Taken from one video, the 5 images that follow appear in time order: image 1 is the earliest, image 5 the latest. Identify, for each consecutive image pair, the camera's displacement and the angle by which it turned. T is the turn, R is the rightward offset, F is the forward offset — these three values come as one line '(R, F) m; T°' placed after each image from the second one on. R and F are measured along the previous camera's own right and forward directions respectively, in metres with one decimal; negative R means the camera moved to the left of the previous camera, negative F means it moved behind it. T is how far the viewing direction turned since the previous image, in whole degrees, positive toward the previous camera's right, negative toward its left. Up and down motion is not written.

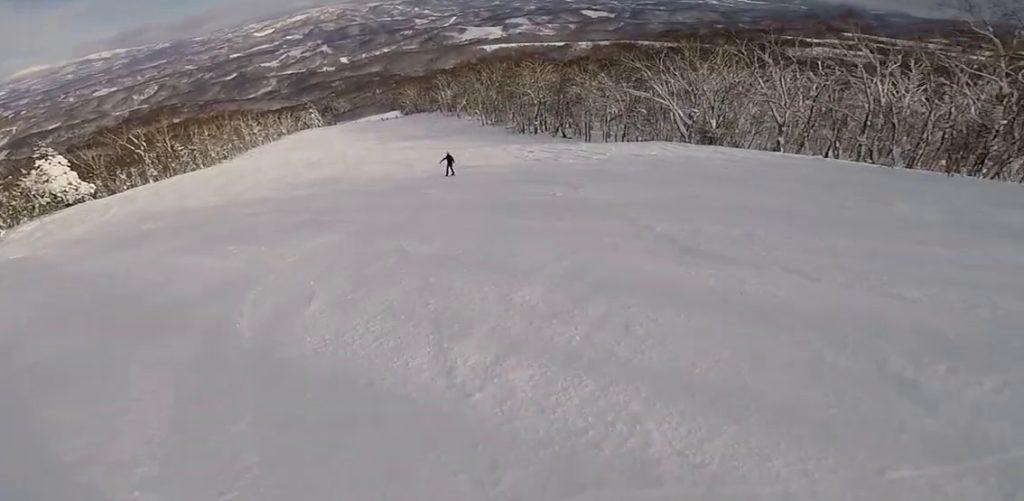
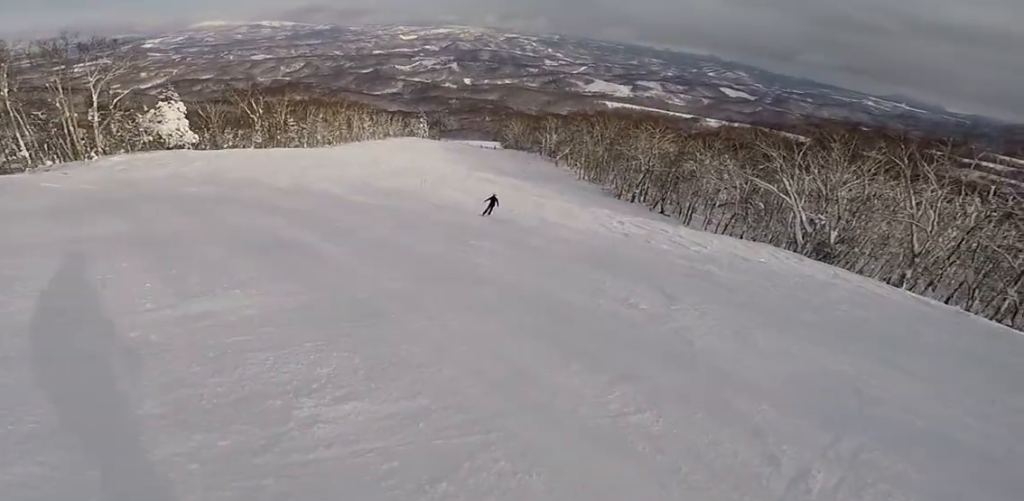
(+0.5, +3.8) m; -1°
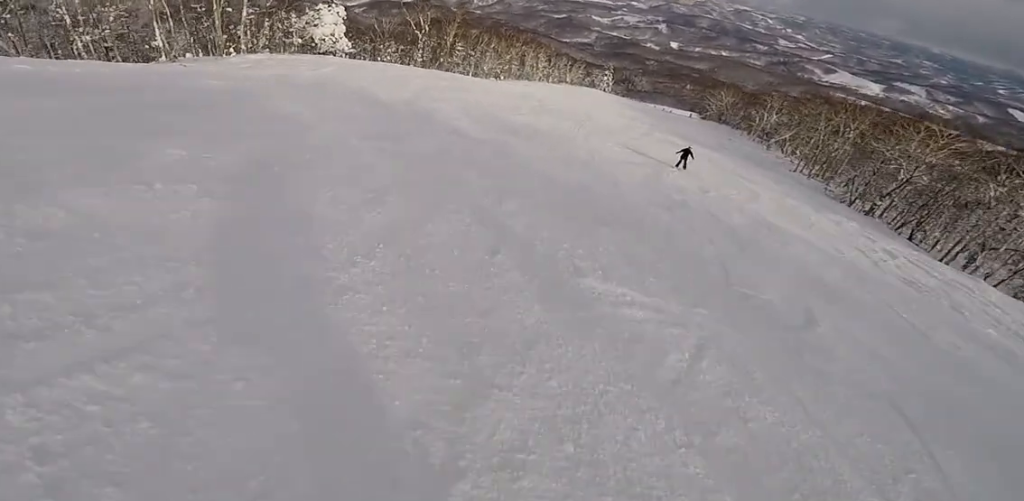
(-1.0, +9.9) m; -12°
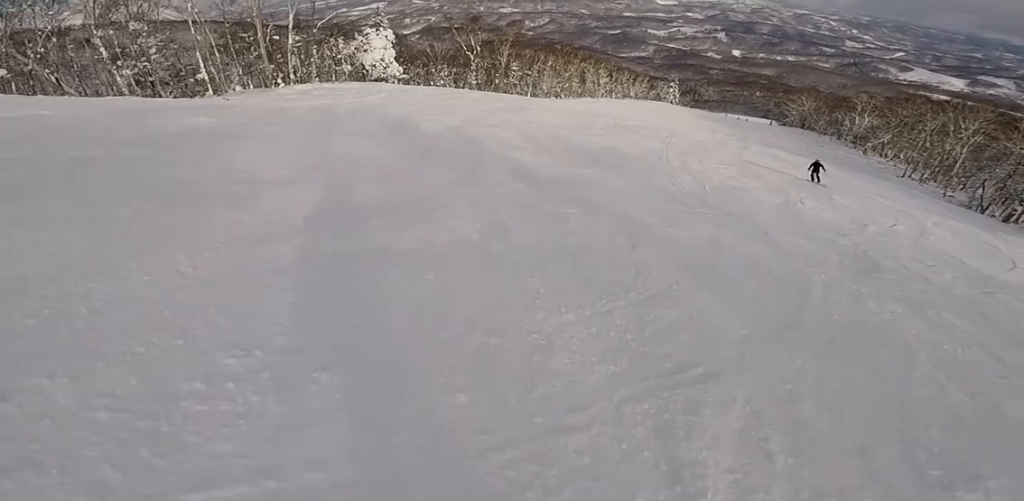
(-0.4, +5.0) m; +4°
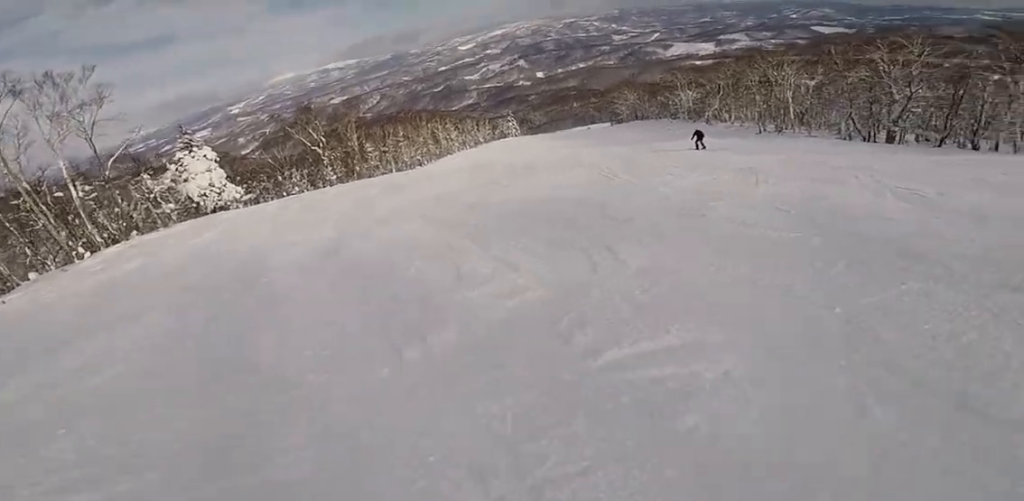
(+0.8, +9.3) m; +12°
